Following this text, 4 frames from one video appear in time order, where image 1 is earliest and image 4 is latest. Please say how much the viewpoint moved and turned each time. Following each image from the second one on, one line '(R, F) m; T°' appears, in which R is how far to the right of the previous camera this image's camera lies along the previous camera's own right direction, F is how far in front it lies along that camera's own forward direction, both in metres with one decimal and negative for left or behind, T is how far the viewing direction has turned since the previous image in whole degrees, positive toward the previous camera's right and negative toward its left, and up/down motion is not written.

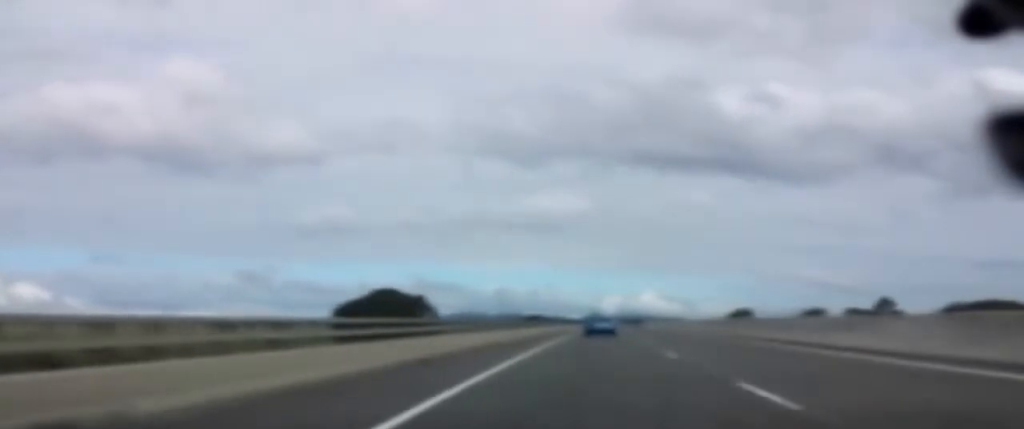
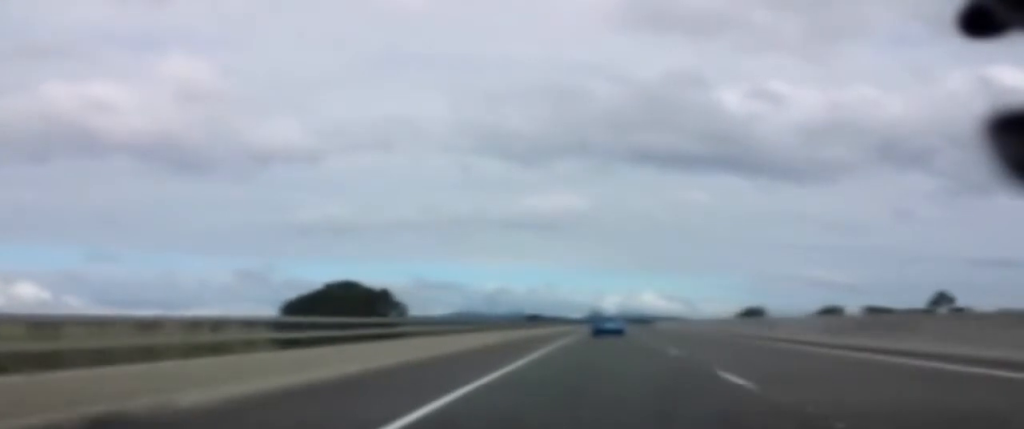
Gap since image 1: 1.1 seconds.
(0.0, +33.6) m; 0°
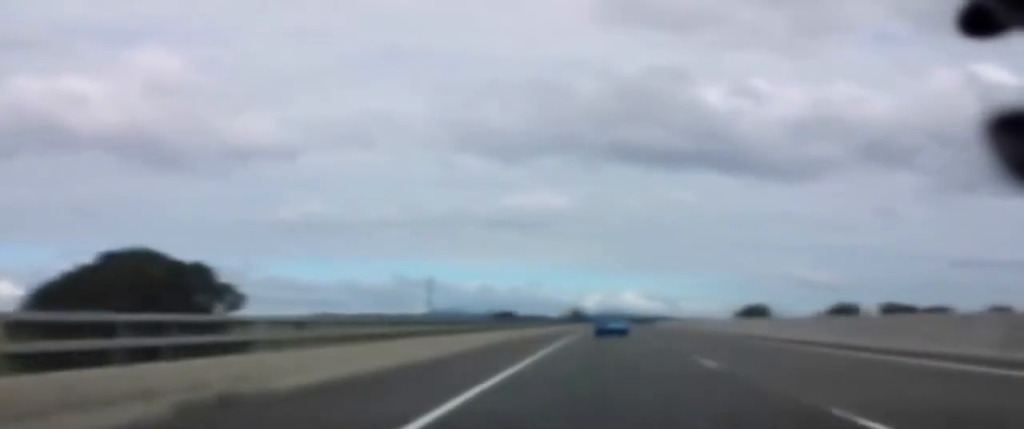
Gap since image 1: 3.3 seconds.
(+0.2, +66.8) m; +2°
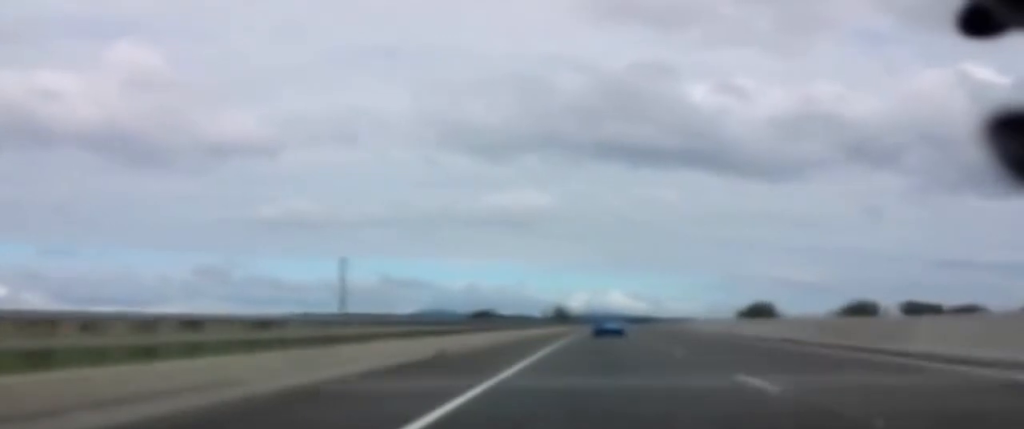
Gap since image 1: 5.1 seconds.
(+1.4, +53.5) m; +1°
